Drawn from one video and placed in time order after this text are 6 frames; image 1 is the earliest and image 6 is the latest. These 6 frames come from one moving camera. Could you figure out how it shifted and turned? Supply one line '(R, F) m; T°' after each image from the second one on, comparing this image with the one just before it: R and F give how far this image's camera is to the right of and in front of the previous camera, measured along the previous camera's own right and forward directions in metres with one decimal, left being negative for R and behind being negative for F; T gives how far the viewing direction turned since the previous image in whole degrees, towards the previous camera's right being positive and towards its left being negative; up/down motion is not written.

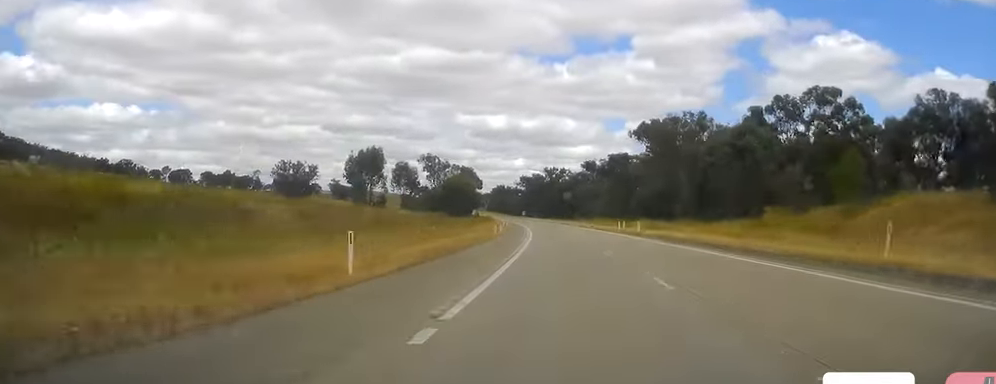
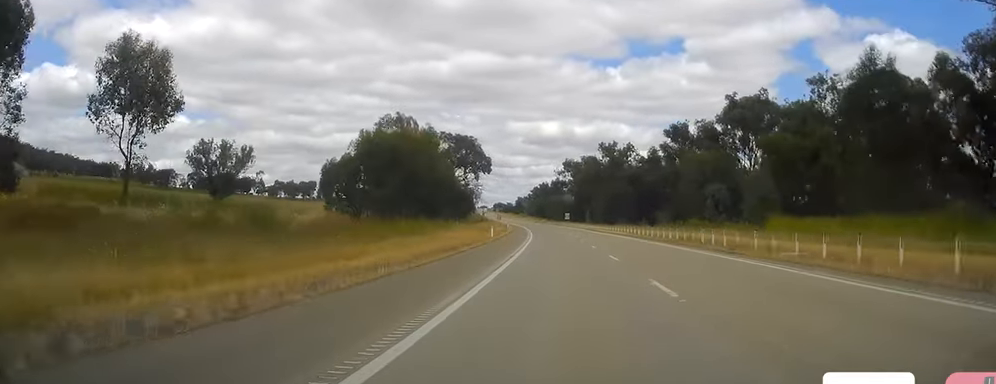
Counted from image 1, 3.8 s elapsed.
(-4.0, +108.9) m; -5°
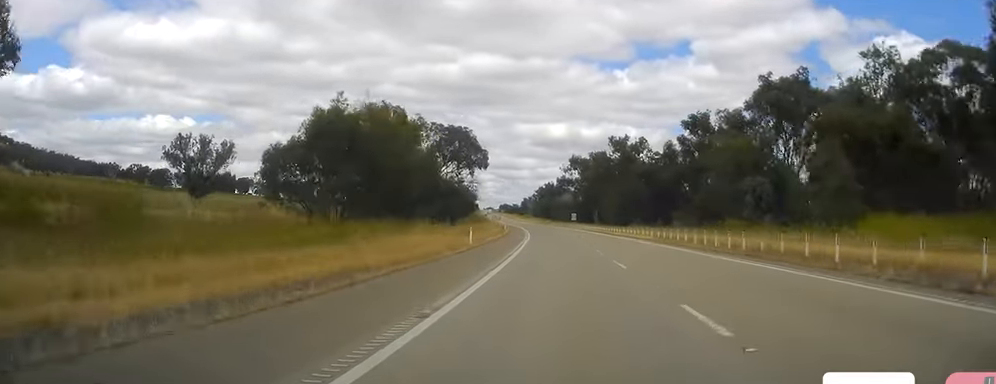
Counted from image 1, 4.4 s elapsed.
(-0.2, +16.3) m; -1°
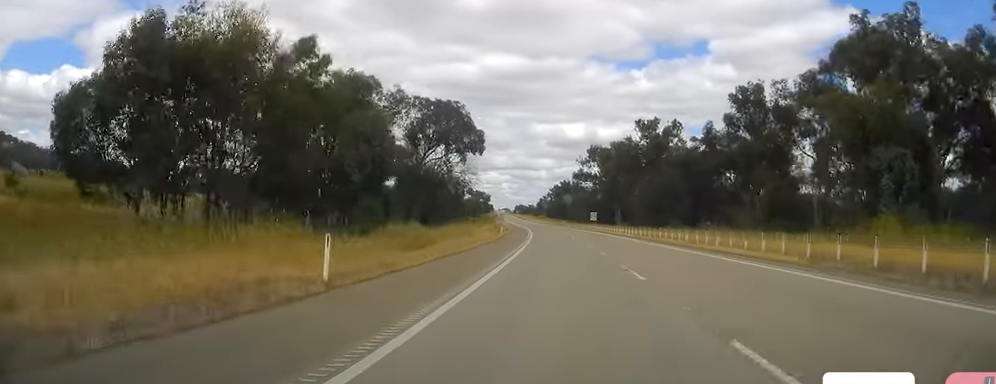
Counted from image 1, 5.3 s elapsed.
(-0.3, +27.8) m; -1°
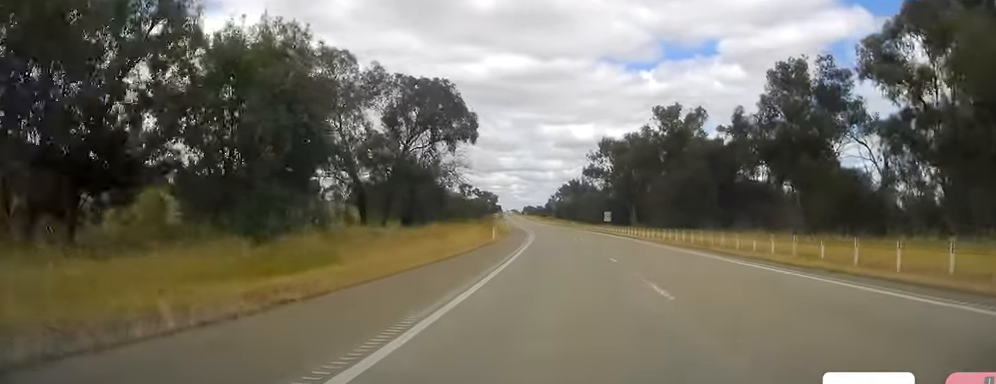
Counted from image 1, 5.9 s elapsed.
(+0.3, +16.3) m; -1°
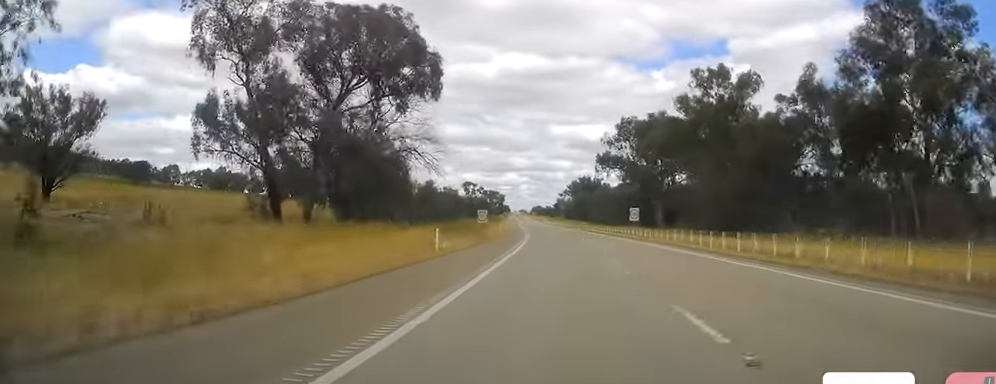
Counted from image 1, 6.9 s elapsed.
(-1.1, +28.5) m; -1°
